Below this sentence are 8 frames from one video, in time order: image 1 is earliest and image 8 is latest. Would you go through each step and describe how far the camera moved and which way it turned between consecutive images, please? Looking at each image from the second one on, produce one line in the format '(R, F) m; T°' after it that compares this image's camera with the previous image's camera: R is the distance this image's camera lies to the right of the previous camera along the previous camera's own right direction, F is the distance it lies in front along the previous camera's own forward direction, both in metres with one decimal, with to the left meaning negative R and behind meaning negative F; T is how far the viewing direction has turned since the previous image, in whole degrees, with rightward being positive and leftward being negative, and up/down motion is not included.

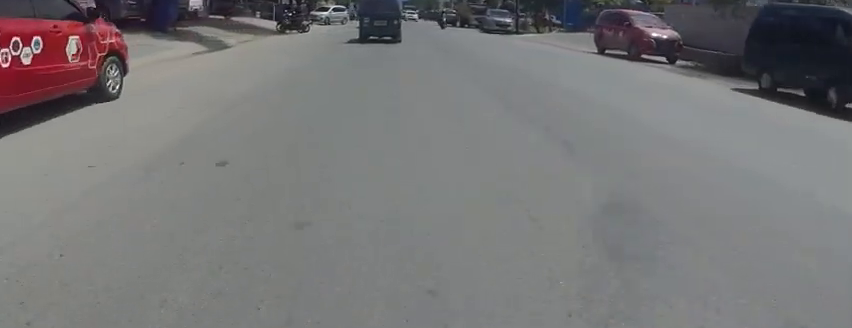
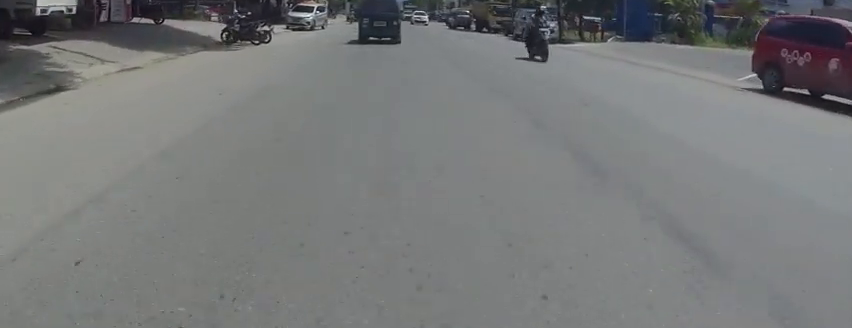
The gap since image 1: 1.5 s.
(-0.2, +9.8) m; -3°
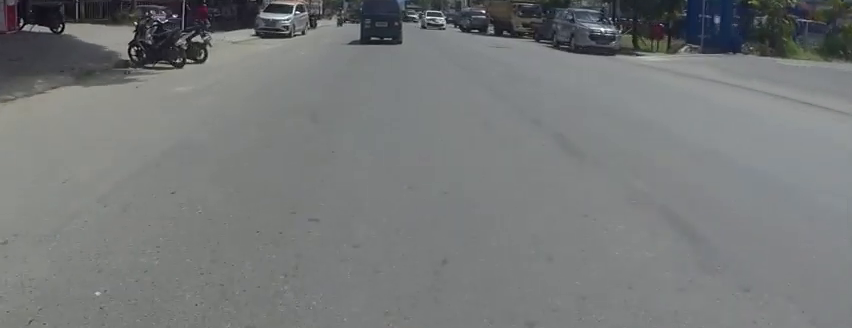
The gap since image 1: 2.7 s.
(0.0, +7.6) m; -1°
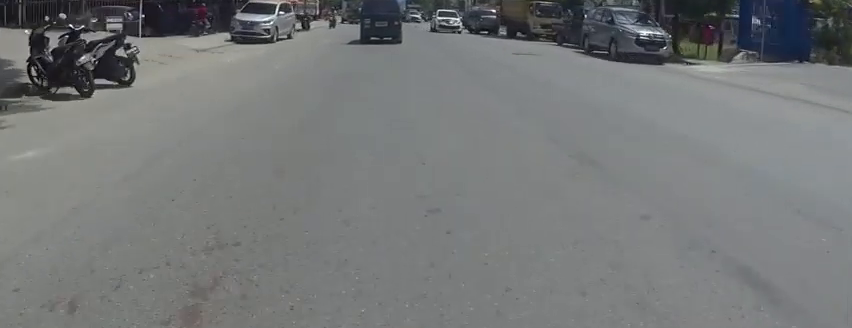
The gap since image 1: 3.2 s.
(0.0, +3.7) m; -1°
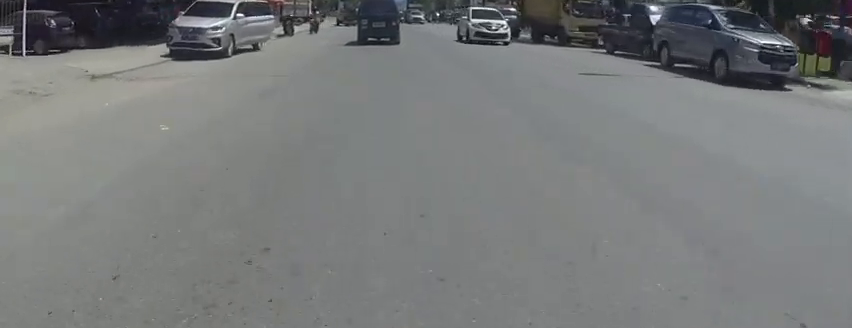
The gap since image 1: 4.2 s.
(-0.2, +6.0) m; -2°
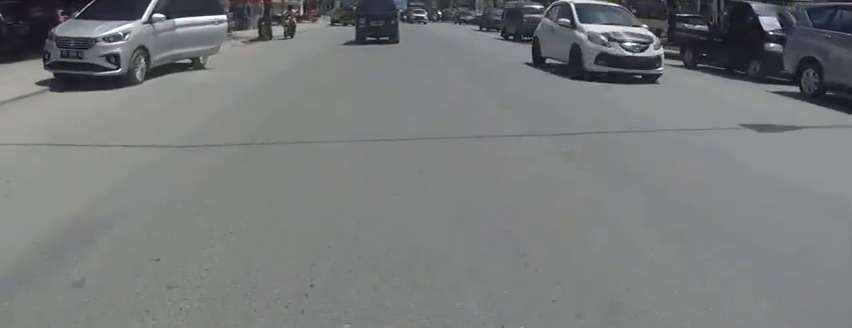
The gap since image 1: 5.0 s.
(-0.1, +5.3) m; 0°
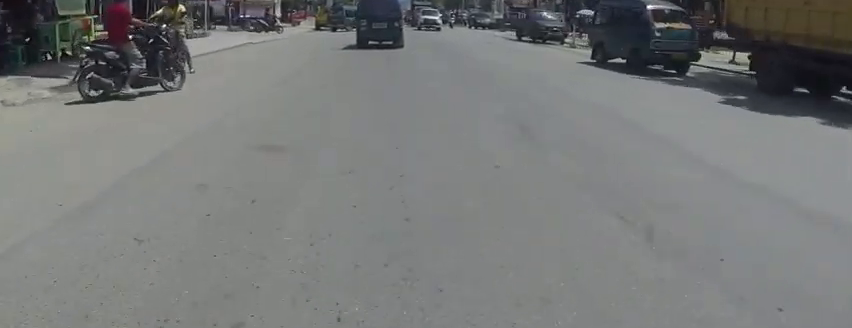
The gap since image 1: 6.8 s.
(+0.2, +11.2) m; +1°
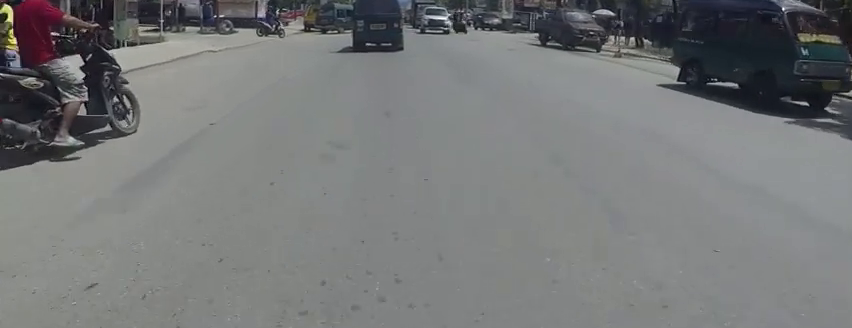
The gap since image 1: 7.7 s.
(0.0, +4.8) m; 0°
